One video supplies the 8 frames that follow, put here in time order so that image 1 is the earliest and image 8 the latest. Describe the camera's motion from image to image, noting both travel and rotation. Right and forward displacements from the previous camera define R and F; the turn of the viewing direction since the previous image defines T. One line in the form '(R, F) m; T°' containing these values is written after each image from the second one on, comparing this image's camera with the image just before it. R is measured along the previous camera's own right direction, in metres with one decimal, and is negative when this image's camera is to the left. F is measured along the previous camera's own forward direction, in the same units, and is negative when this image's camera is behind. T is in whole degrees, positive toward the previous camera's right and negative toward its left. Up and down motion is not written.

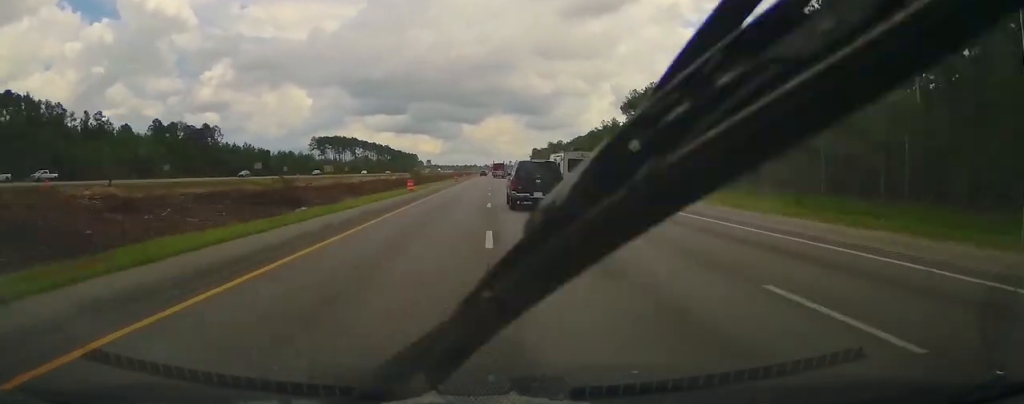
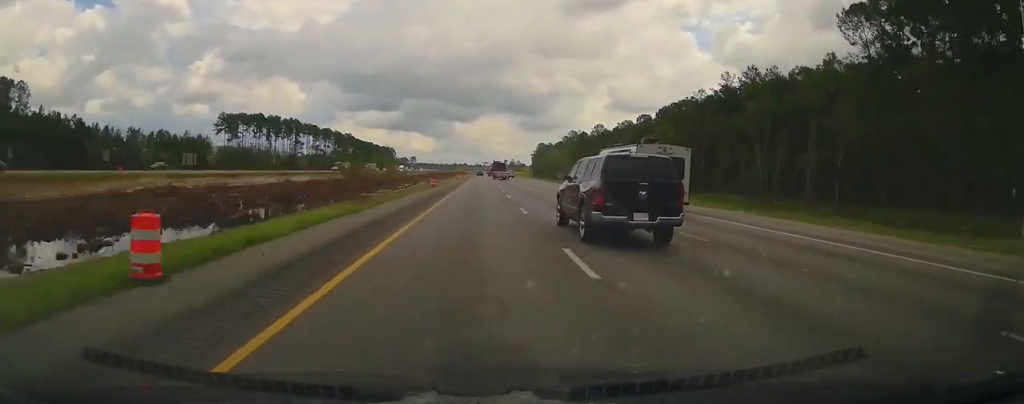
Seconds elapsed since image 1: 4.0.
(+1.3, +139.8) m; +1°
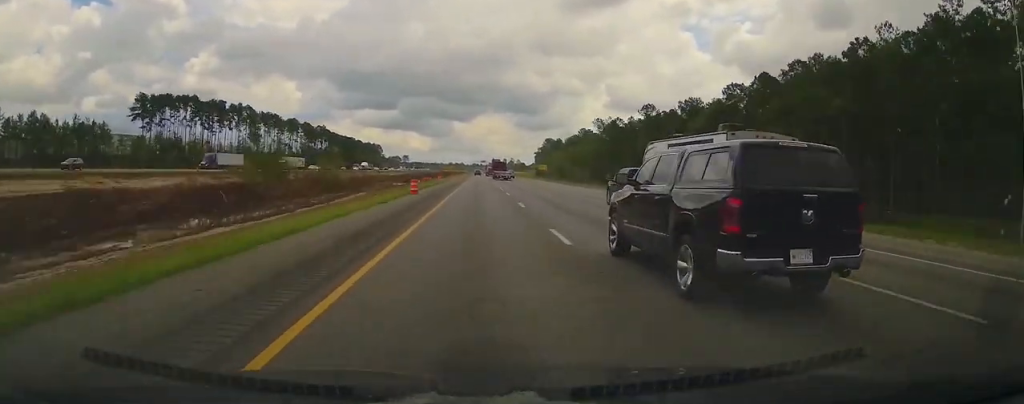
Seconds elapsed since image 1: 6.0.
(+0.3, +70.1) m; 0°
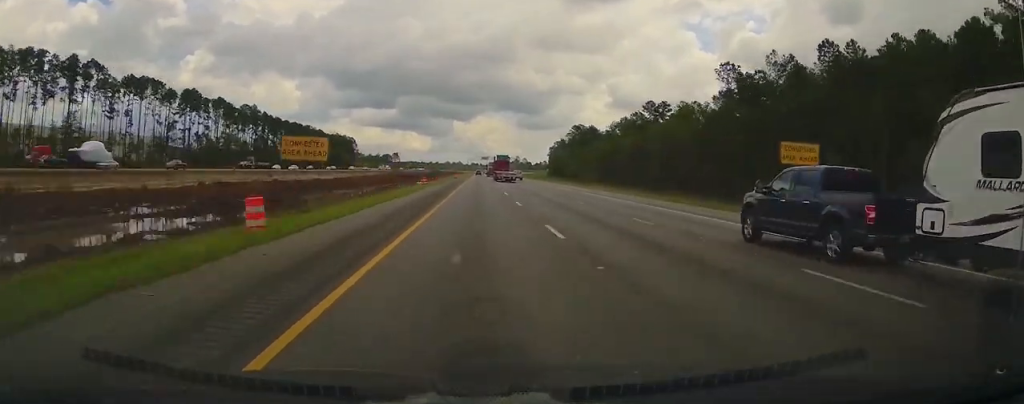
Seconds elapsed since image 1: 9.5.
(-0.2, +121.7) m; 0°
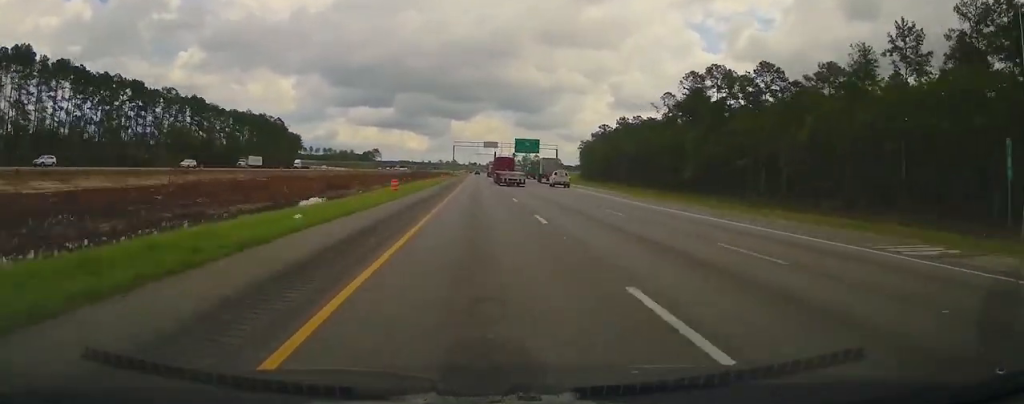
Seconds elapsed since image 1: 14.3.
(+0.1, +167.9) m; 0°
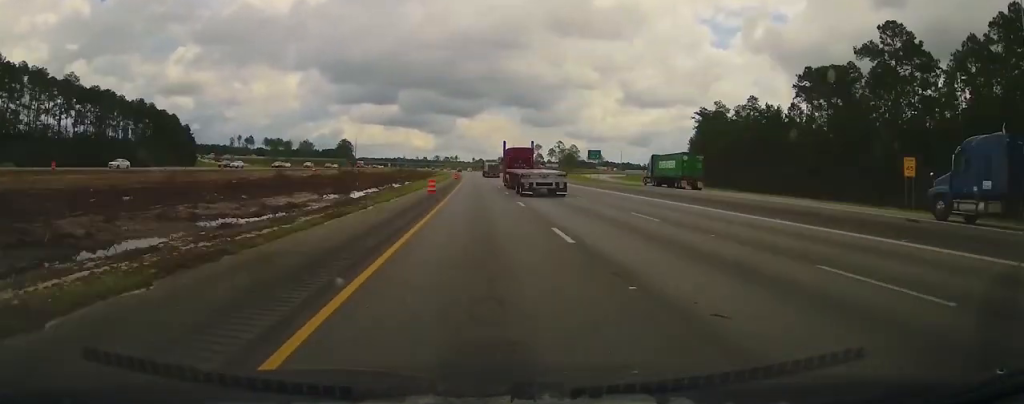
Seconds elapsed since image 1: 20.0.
(-0.8, +198.8) m; -1°
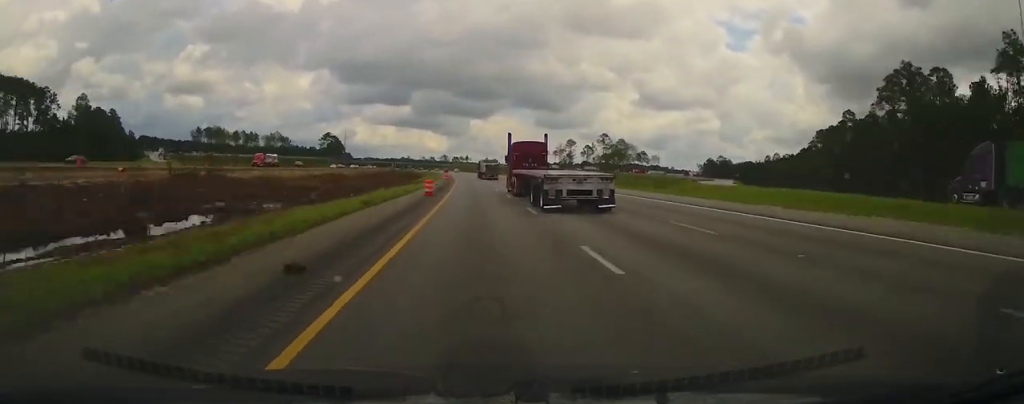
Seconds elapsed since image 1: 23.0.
(-1.4, +100.0) m; -2°
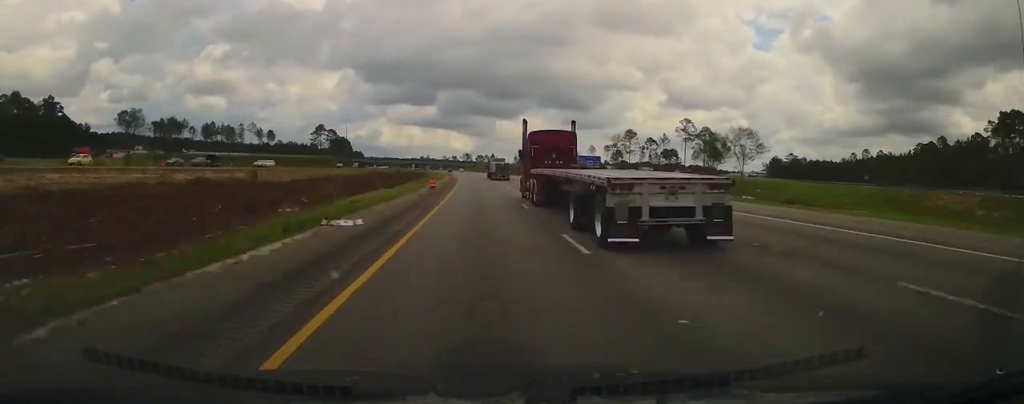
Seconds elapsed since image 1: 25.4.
(-1.5, +80.6) m; -2°
